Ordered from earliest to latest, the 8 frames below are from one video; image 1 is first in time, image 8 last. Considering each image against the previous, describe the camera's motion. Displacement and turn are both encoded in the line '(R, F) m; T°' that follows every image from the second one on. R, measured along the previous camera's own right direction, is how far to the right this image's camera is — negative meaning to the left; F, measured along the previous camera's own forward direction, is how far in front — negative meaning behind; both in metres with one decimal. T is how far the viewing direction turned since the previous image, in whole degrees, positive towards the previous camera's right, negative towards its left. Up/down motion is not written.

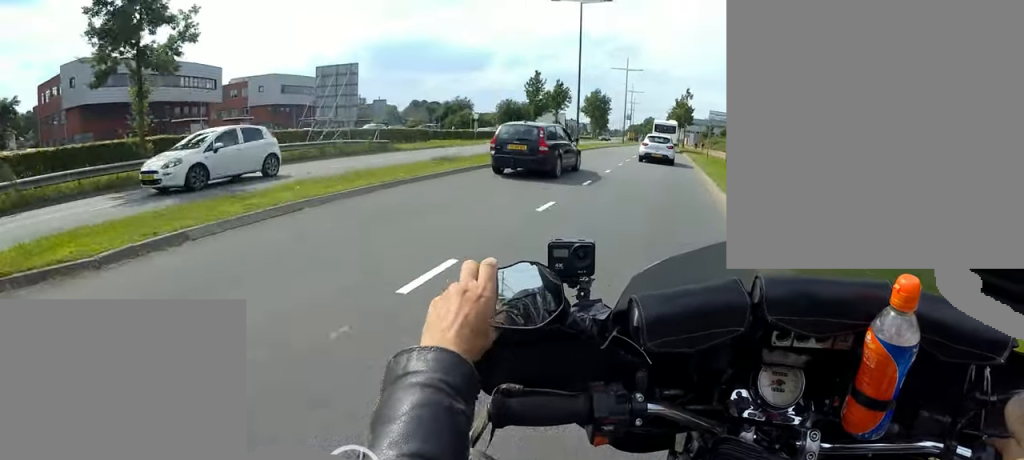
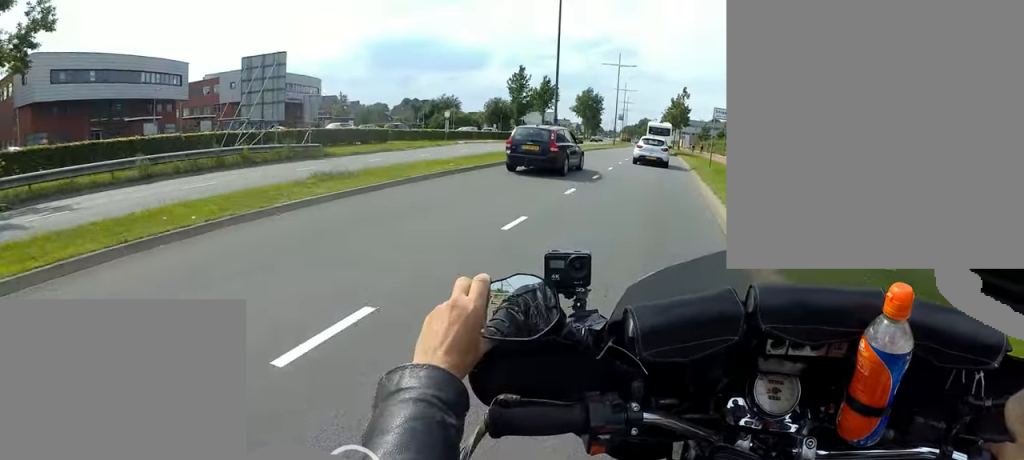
(+0.9, +5.1) m; -1°
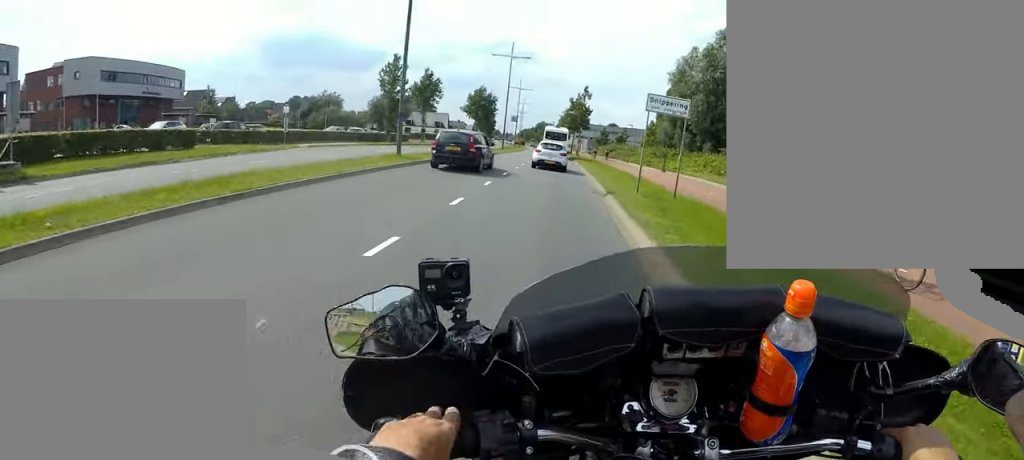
(-1.7, +9.3) m; -2°
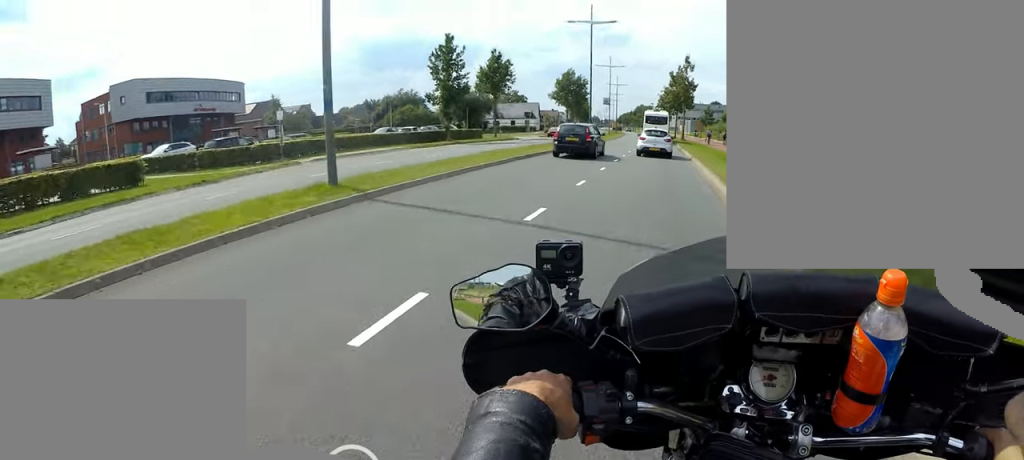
(+0.5, +10.5) m; 0°
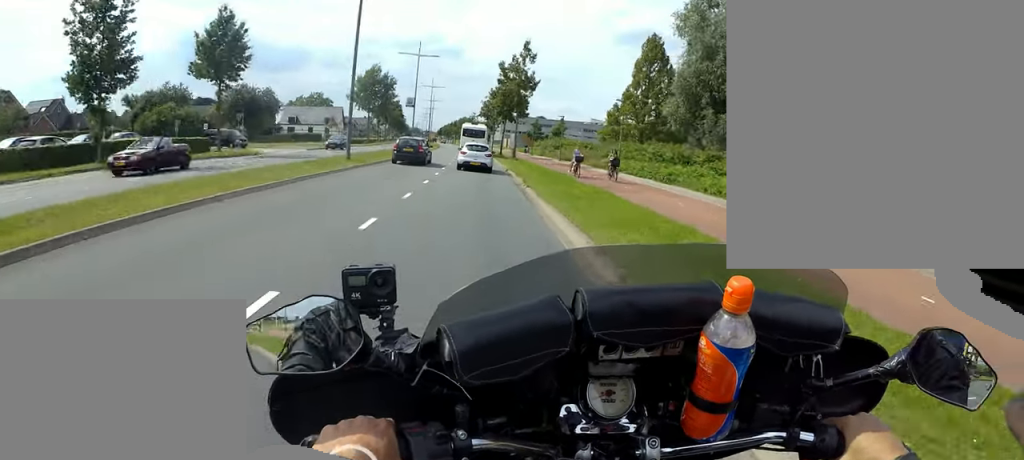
(-0.6, +19.9) m; -1°
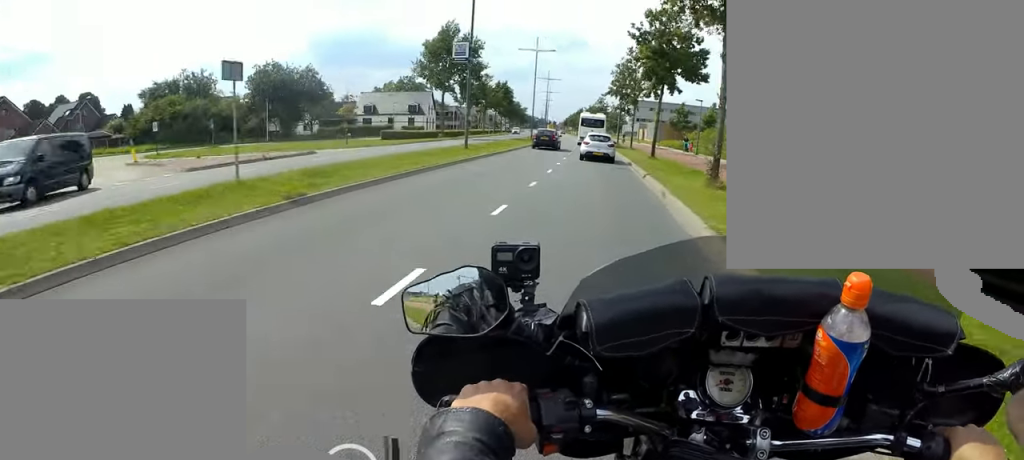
(+1.4, +28.7) m; +1°
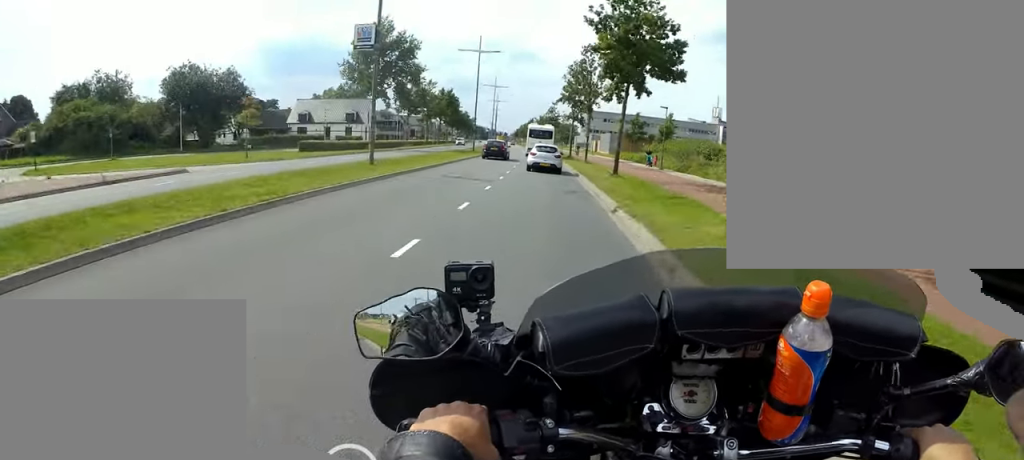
(-0.3, +6.1) m; 0°
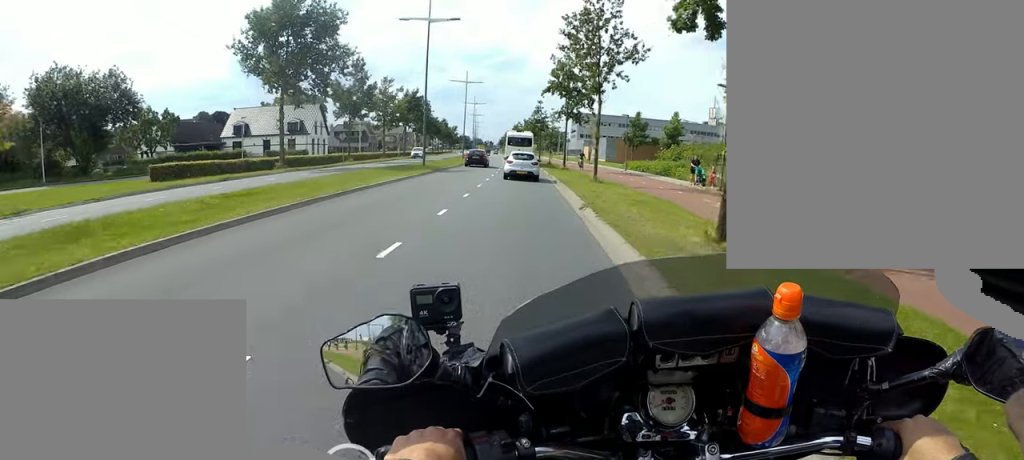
(+0.4, +15.6) m; -3°
